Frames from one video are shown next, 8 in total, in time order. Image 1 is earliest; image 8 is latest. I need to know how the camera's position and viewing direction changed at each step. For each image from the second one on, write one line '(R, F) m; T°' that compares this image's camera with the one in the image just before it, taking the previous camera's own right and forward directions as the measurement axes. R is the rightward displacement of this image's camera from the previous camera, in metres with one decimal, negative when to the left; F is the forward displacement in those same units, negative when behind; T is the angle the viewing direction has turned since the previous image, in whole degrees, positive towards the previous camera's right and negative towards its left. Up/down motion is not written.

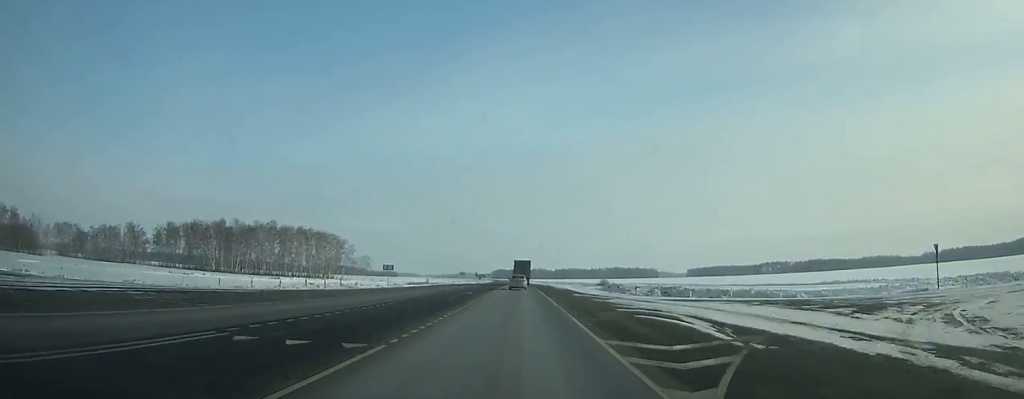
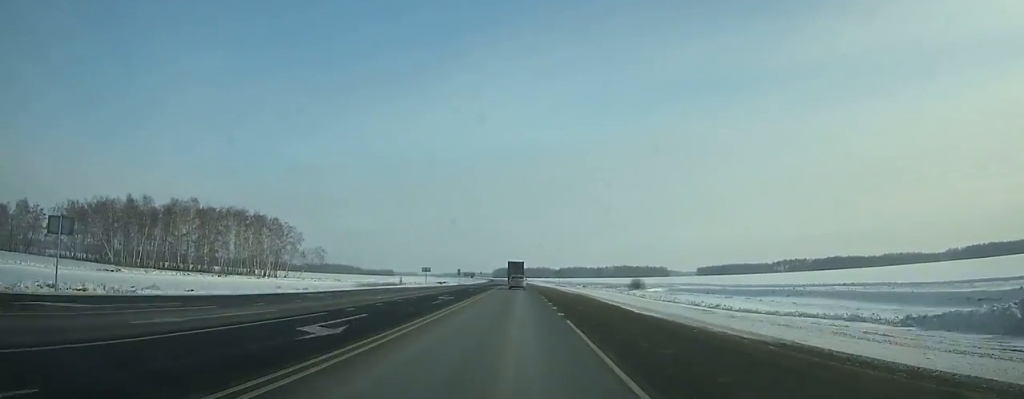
(-0.3, +58.8) m; -1°
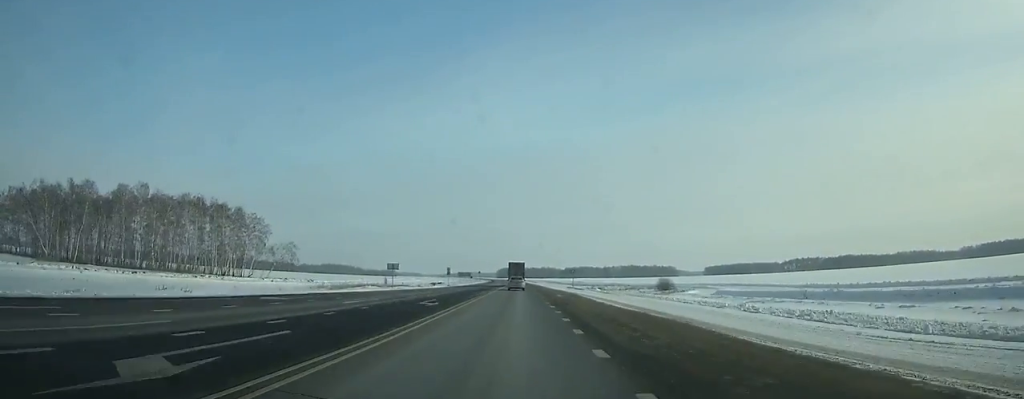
(0.0, +26.7) m; 0°
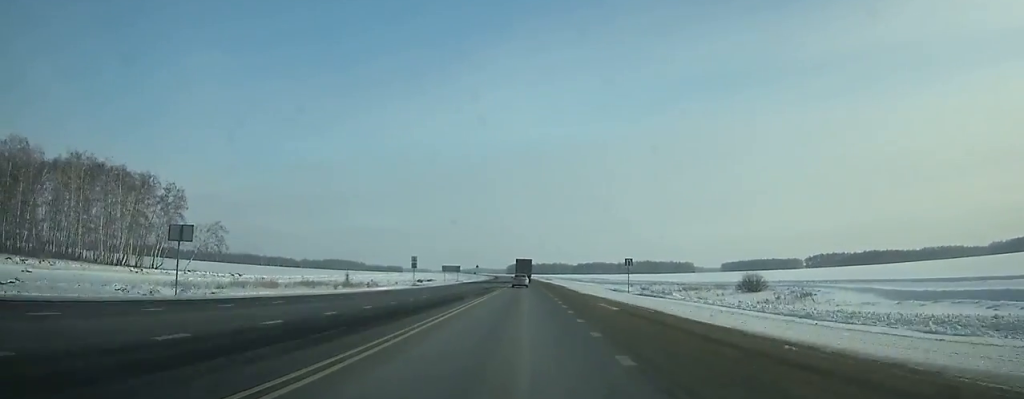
(-0.4, +46.3) m; 0°
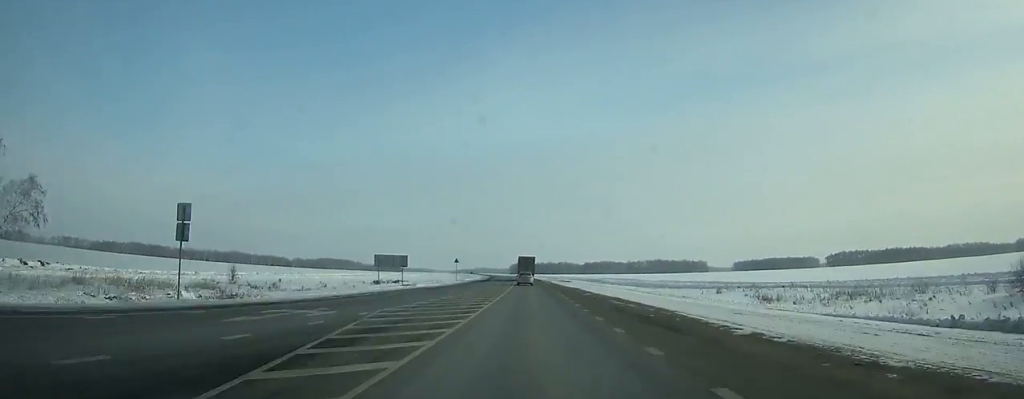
(-0.2, +52.6) m; -1°
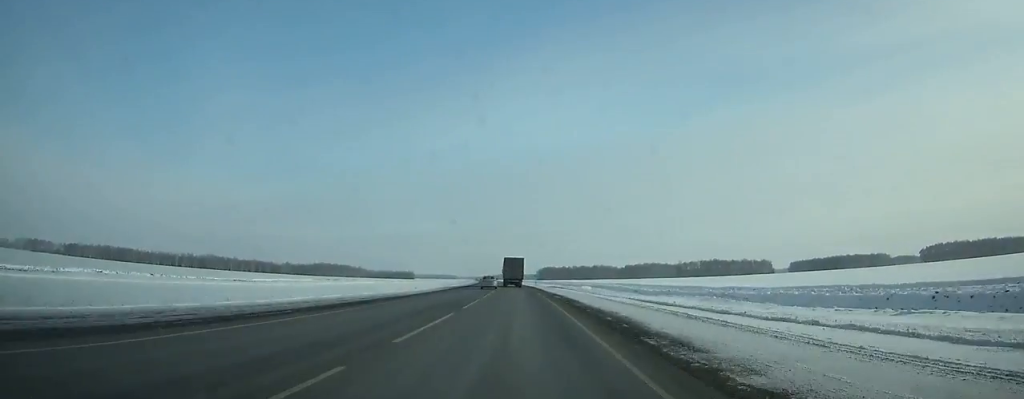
(-4.9, +155.3) m; -5°
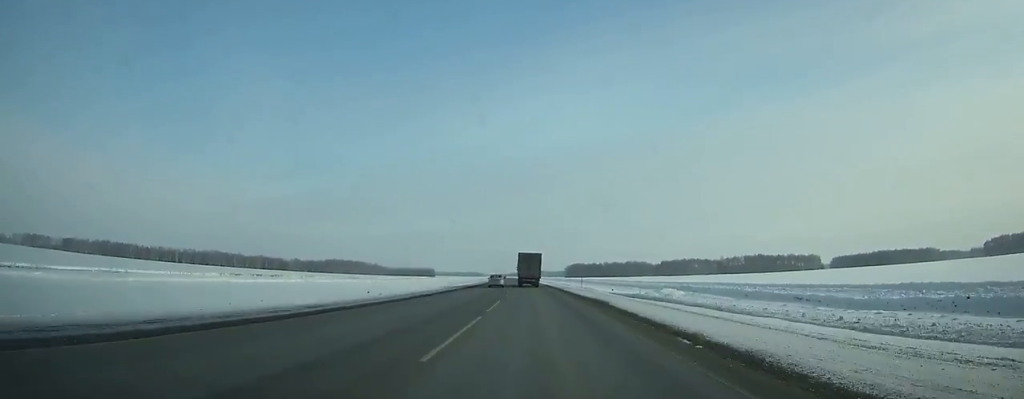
(-1.1, +63.9) m; -2°
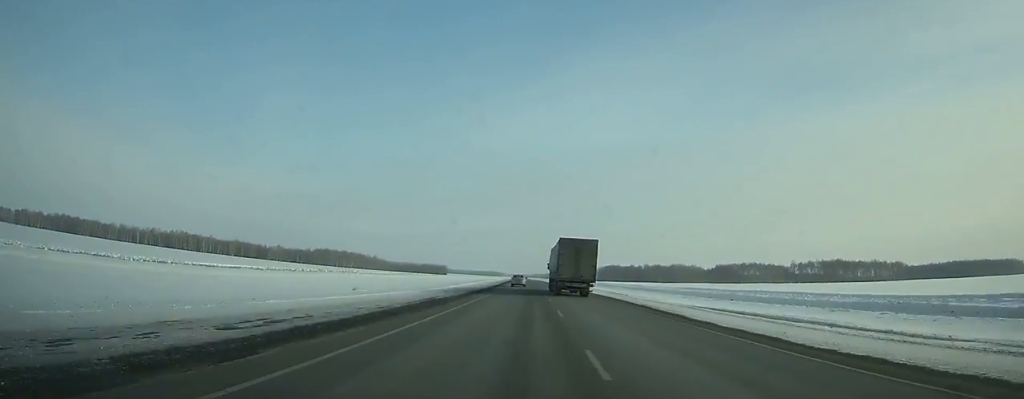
(-2.2, +133.5) m; -1°
